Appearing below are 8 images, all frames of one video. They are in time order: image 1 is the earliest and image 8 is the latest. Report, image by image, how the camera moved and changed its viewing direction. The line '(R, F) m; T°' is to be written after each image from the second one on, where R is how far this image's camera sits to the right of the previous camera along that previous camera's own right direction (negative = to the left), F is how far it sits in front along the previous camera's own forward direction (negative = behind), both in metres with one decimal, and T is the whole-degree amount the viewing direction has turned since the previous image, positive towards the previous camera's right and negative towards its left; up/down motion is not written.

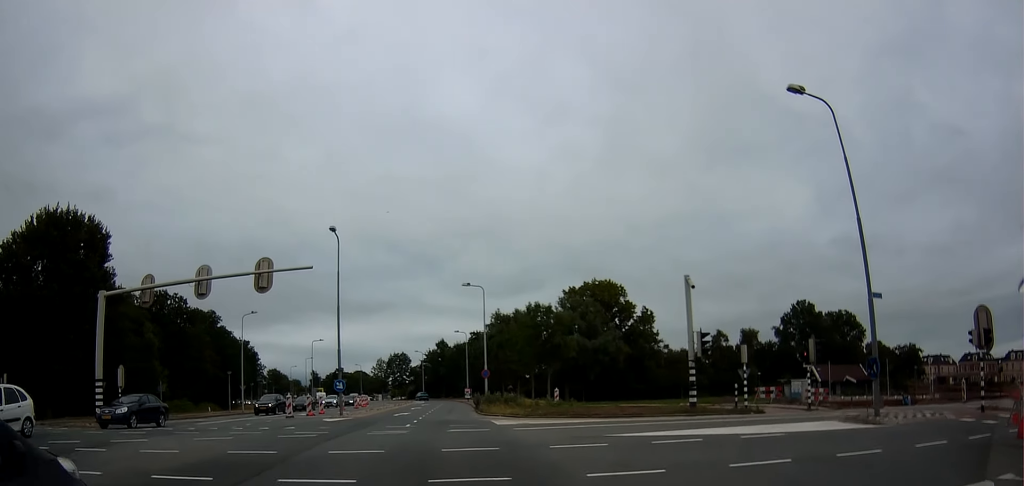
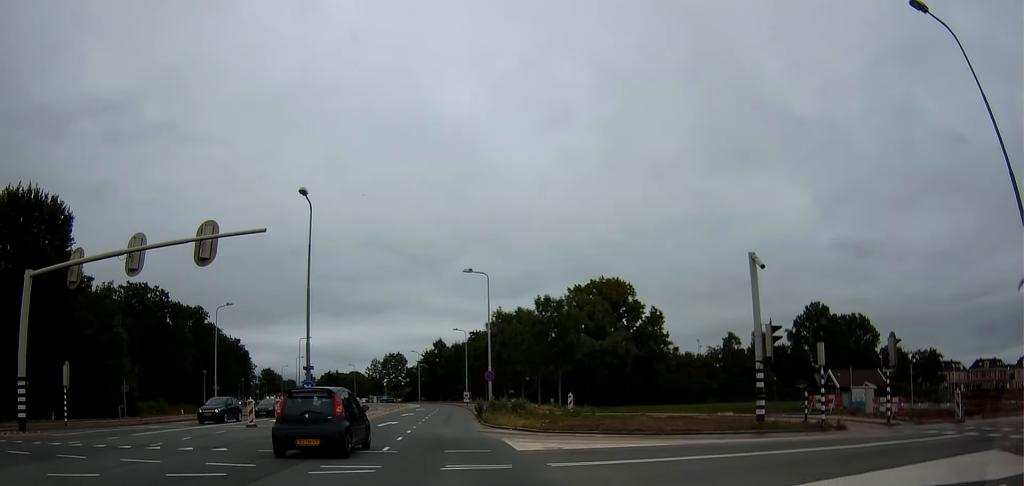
(+0.2, +6.3) m; +4°
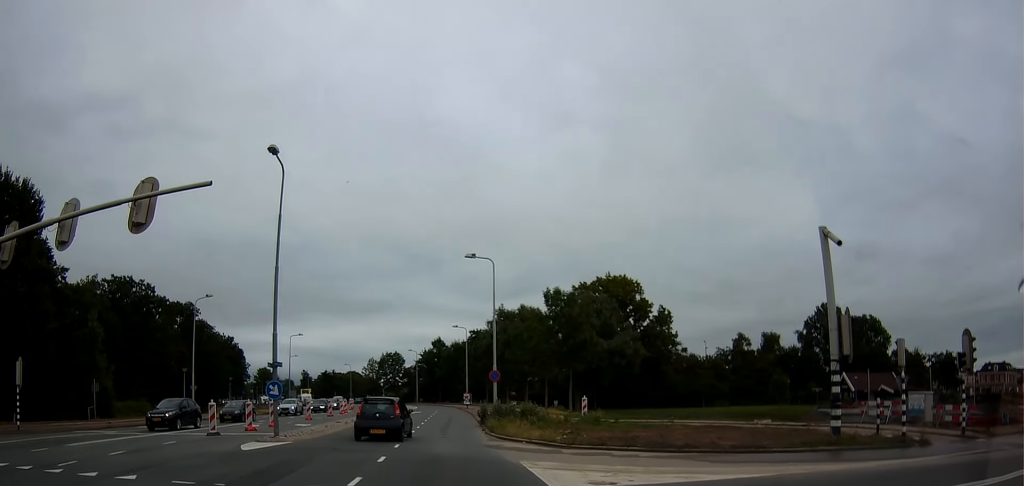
(+0.2, +4.6) m; 0°
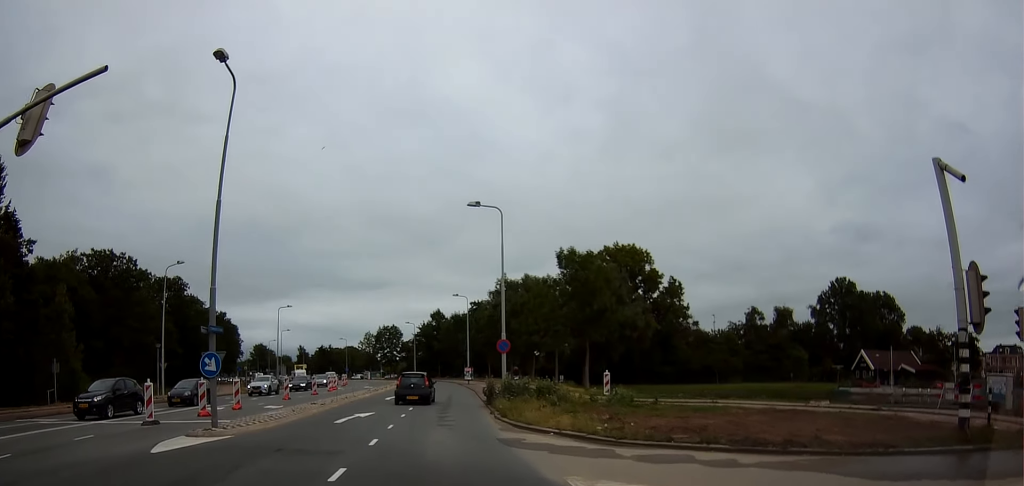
(0.0, +5.1) m; +1°
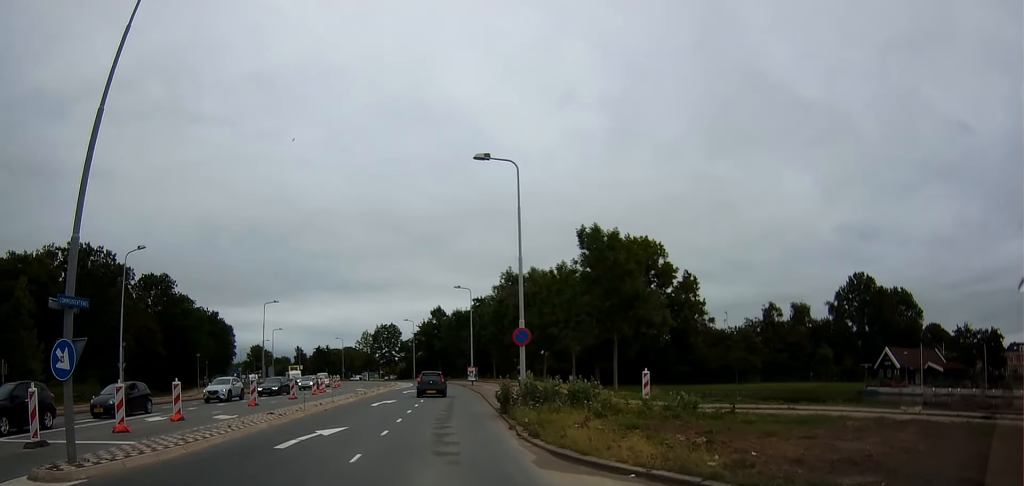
(-0.1, +5.7) m; 0°
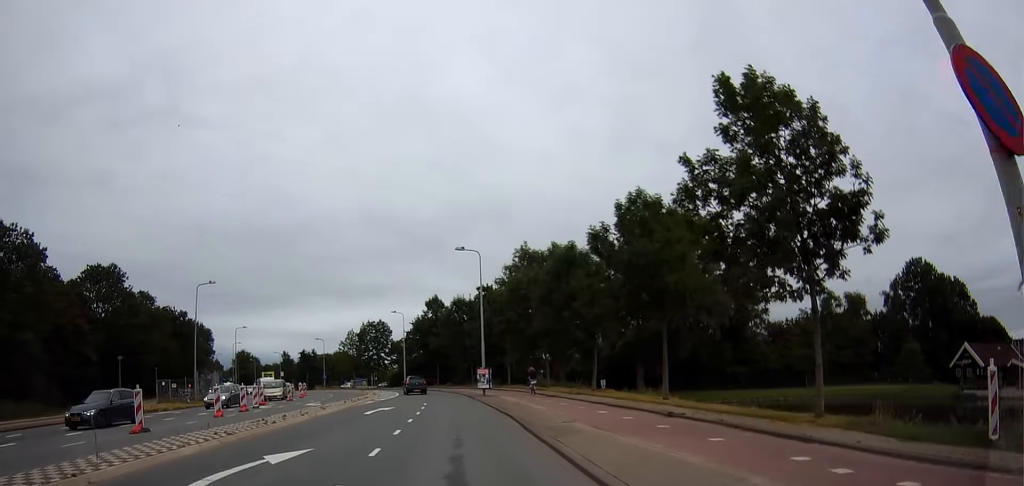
(-0.2, +17.3) m; -2°
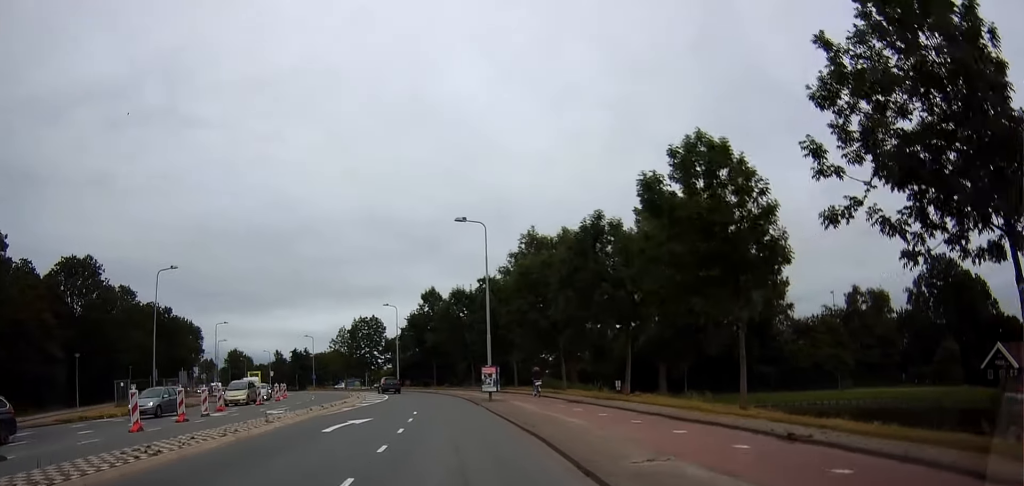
(+0.1, +7.1) m; +1°
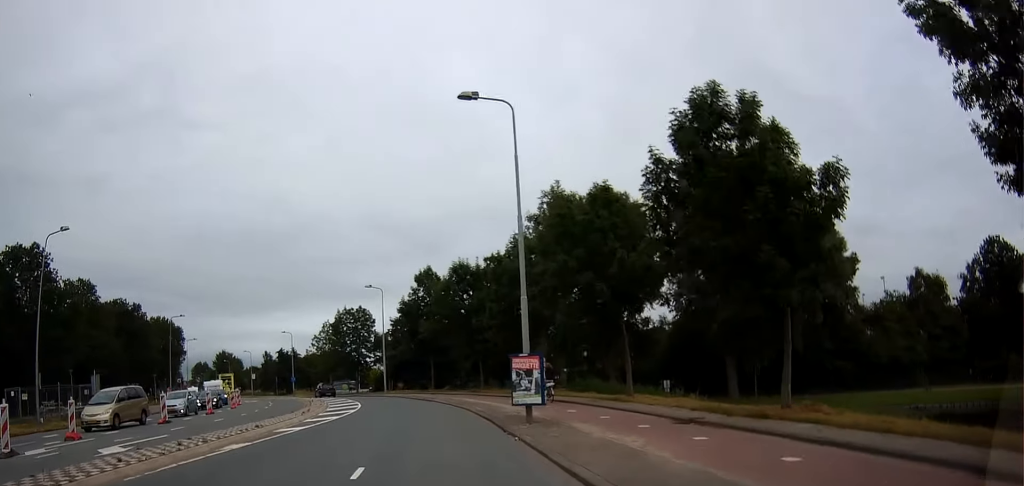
(+0.2, +13.7) m; -1°
